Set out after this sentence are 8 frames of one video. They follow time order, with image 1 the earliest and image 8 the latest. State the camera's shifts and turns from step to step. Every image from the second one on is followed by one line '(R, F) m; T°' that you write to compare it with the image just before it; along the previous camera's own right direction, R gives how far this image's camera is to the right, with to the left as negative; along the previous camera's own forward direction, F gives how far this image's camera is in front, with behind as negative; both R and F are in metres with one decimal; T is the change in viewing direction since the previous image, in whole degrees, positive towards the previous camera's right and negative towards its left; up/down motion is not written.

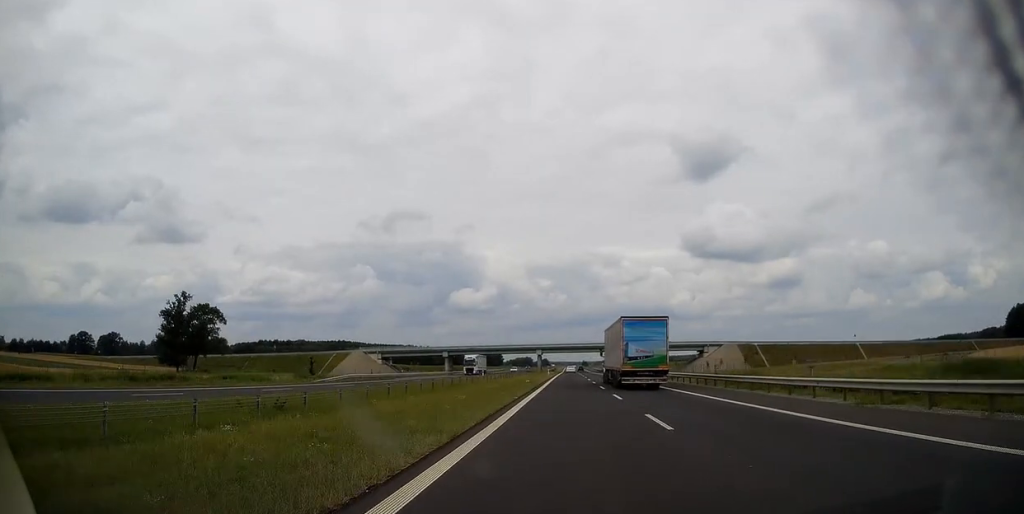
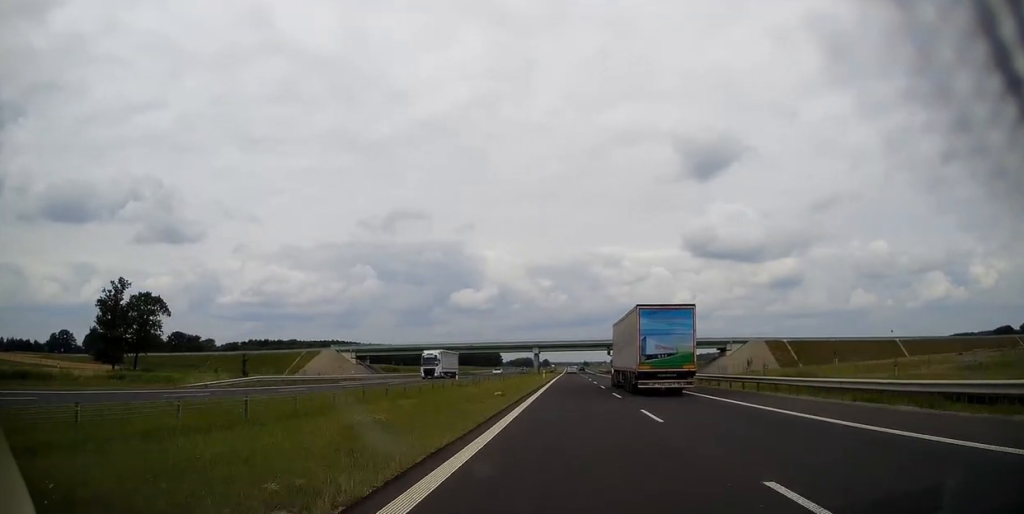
(-0.2, +21.9) m; 0°
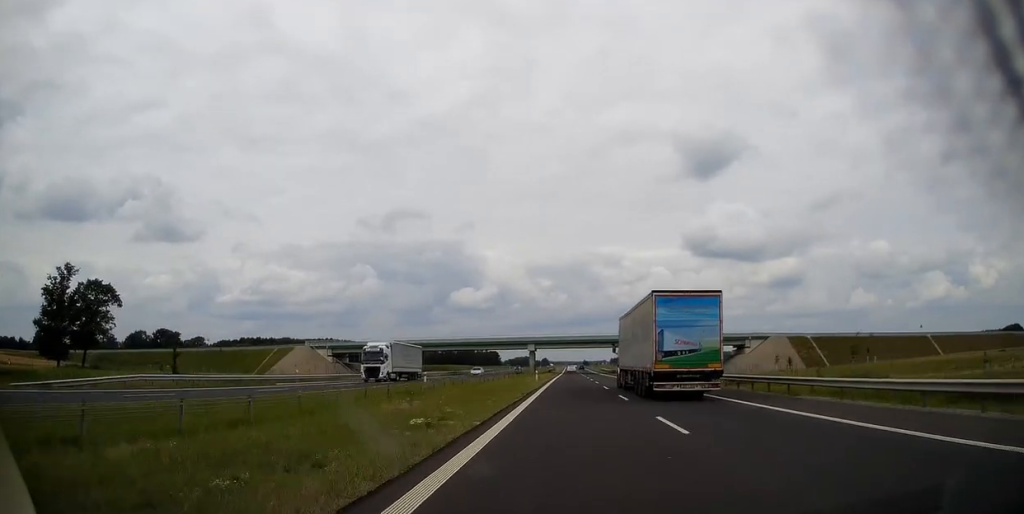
(+0.1, +15.0) m; 0°
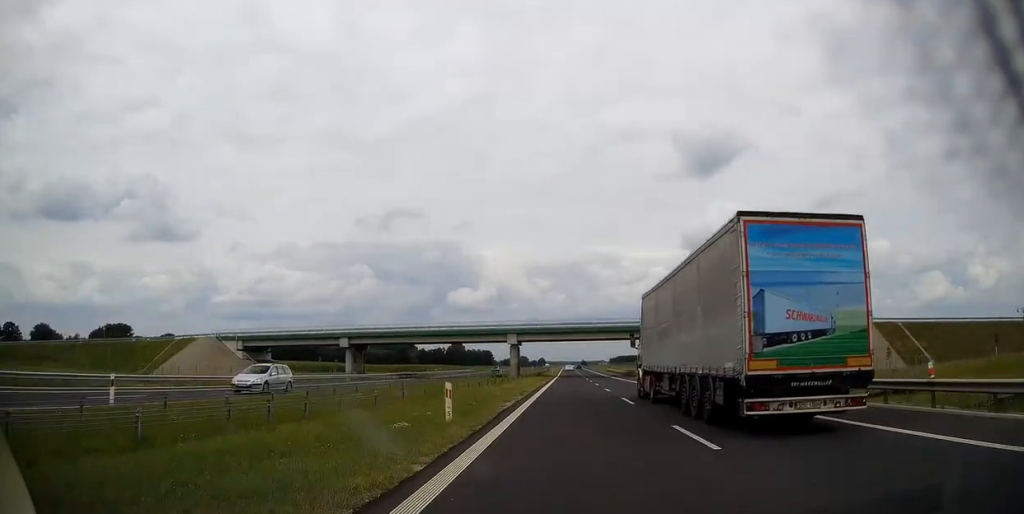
(+0.2, +38.0) m; 0°
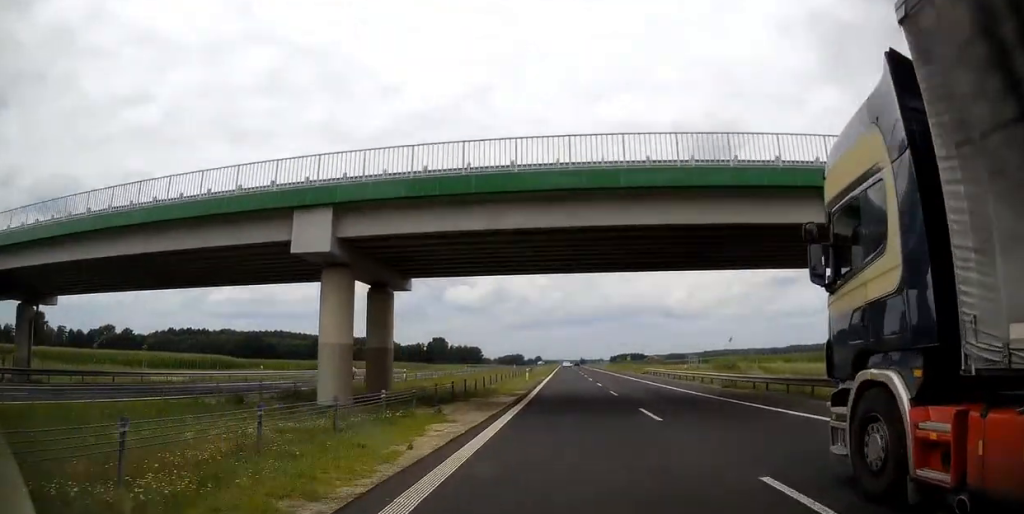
(-0.1, +66.5) m; +1°
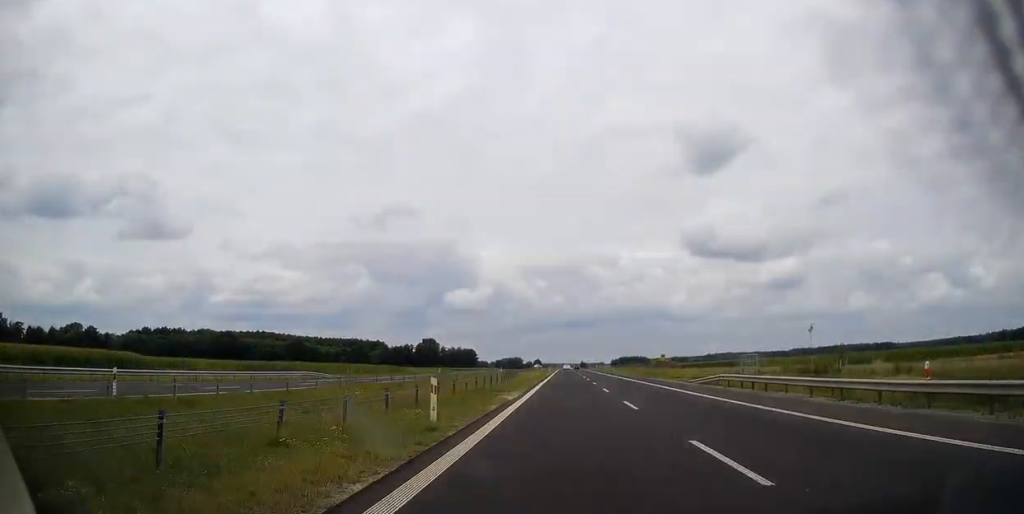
(+0.3, +32.1) m; 0°
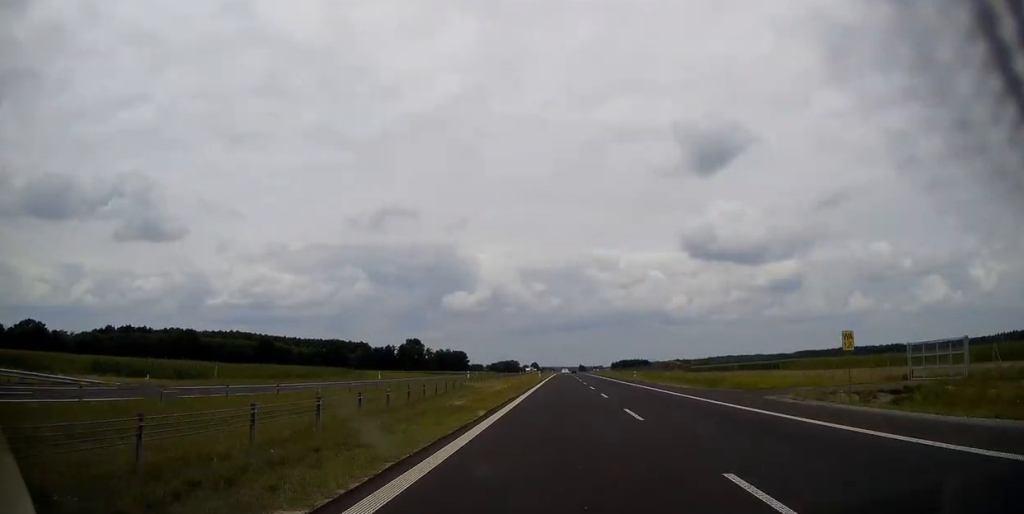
(-0.1, +39.0) m; 0°
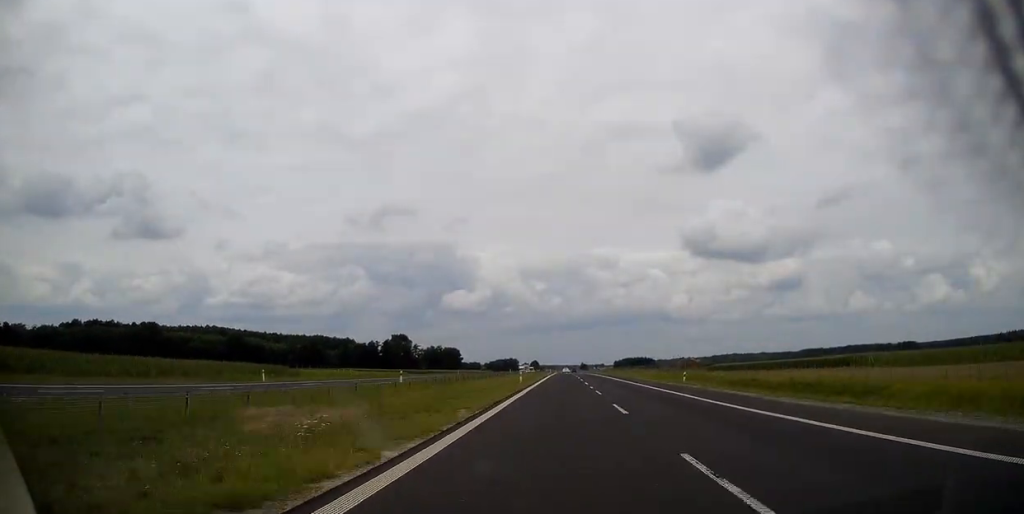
(-0.1, +34.4) m; 0°
